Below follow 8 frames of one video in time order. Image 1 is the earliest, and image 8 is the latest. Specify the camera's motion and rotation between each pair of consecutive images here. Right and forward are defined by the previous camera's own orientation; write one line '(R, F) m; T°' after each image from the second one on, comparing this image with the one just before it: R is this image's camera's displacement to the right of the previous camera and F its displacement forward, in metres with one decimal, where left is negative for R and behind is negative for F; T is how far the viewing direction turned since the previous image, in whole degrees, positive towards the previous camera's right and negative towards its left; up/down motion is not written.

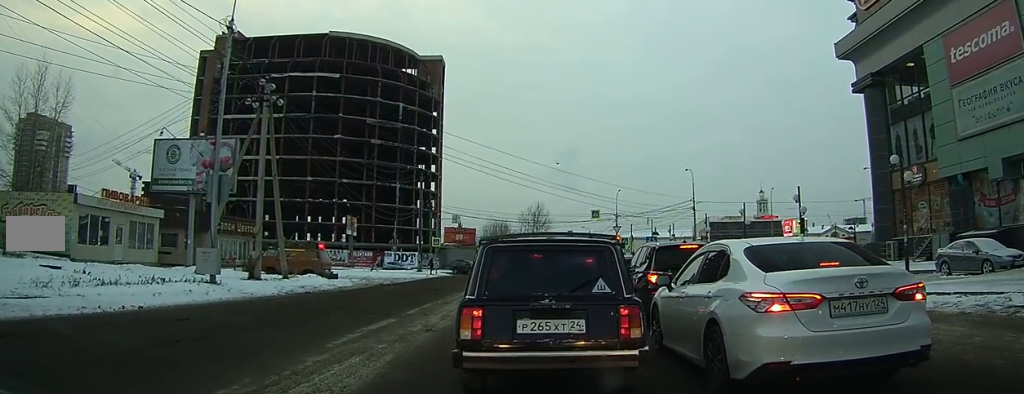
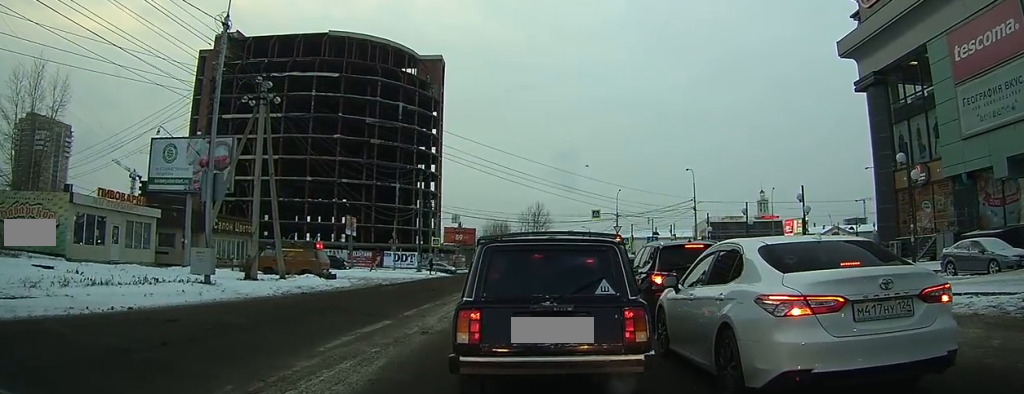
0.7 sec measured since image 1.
(-0.1, +0.7) m; 0°
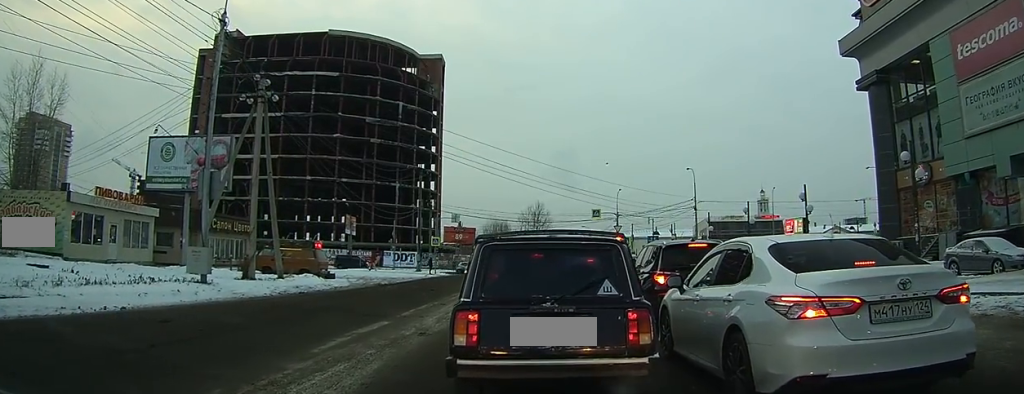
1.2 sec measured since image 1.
(0.0, +0.4) m; 0°
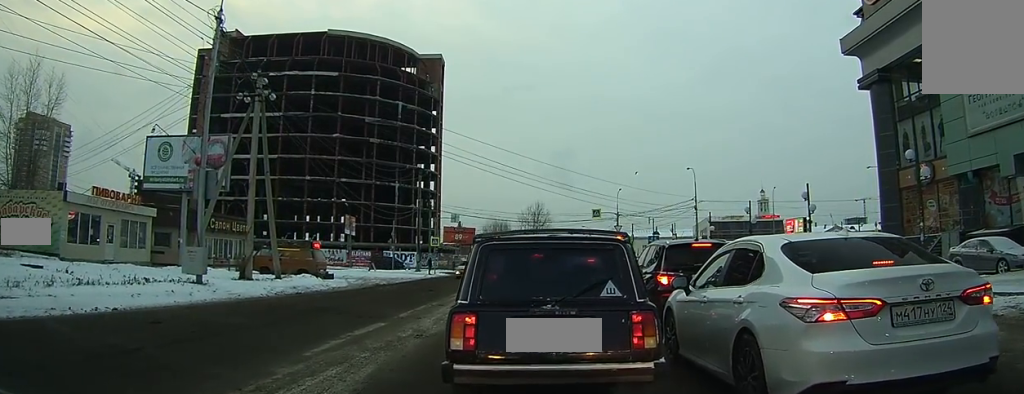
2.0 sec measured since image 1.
(+0.1, +0.8) m; 0°
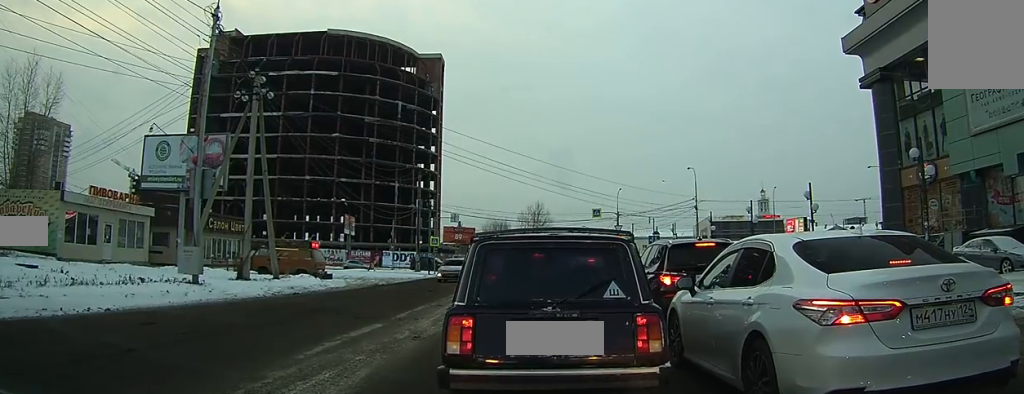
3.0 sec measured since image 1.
(0.0, +1.0) m; 0°
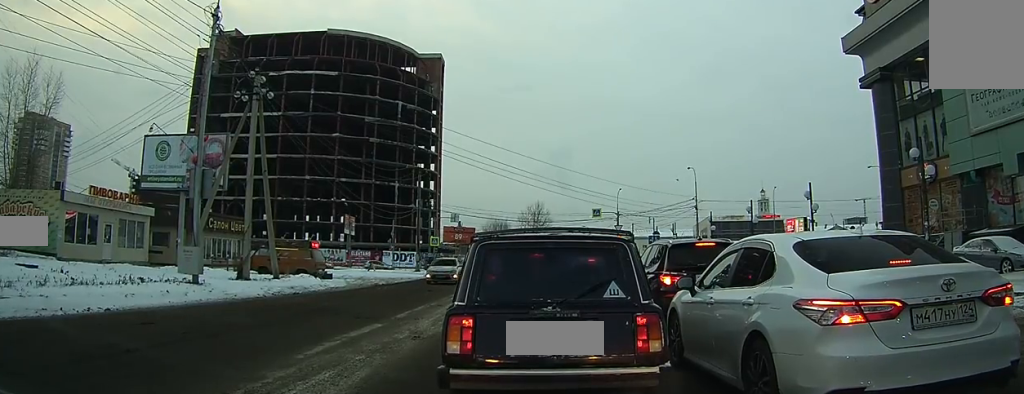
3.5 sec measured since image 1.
(0.0, +0.4) m; 0°
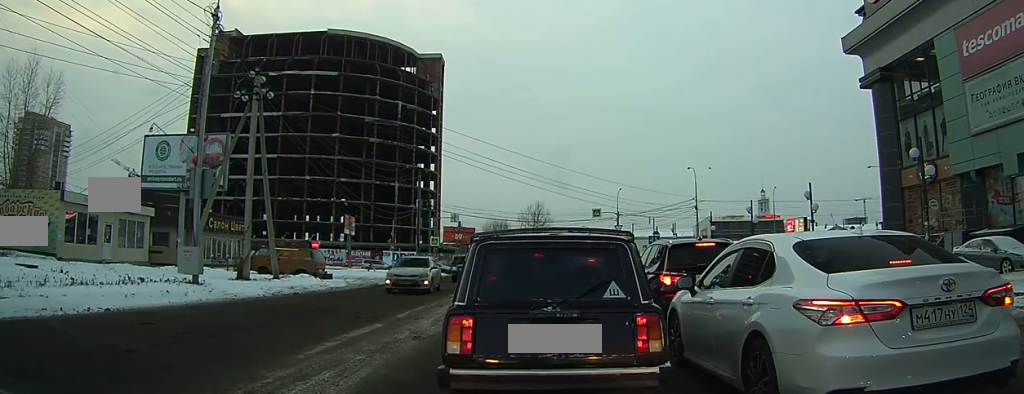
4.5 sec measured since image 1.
(-0.1, +0.9) m; 0°
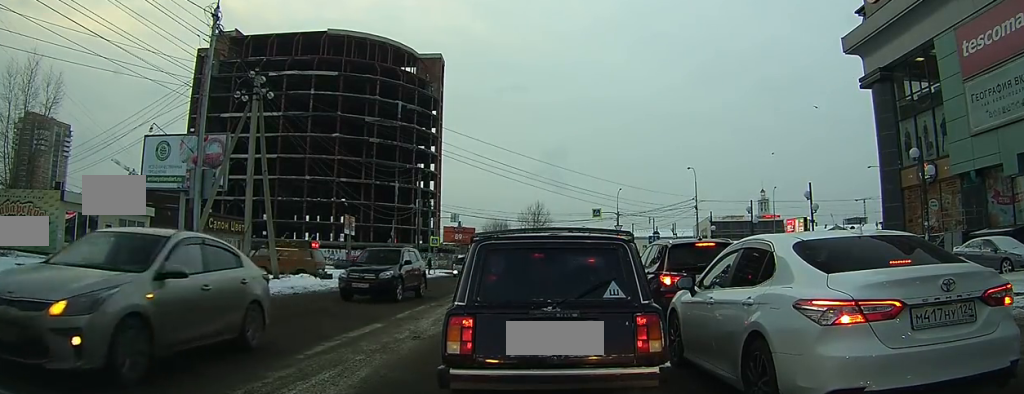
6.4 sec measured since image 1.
(-0.2, +1.6) m; 0°
